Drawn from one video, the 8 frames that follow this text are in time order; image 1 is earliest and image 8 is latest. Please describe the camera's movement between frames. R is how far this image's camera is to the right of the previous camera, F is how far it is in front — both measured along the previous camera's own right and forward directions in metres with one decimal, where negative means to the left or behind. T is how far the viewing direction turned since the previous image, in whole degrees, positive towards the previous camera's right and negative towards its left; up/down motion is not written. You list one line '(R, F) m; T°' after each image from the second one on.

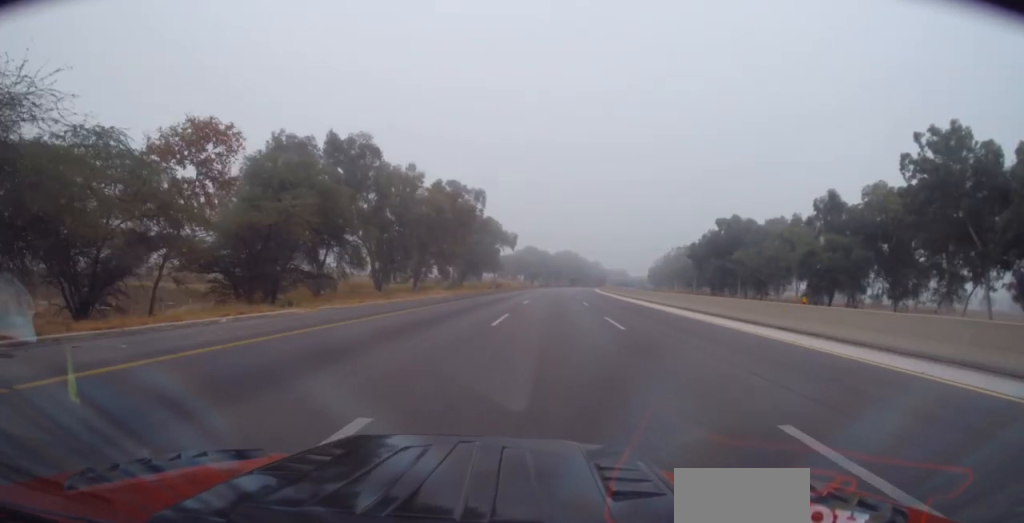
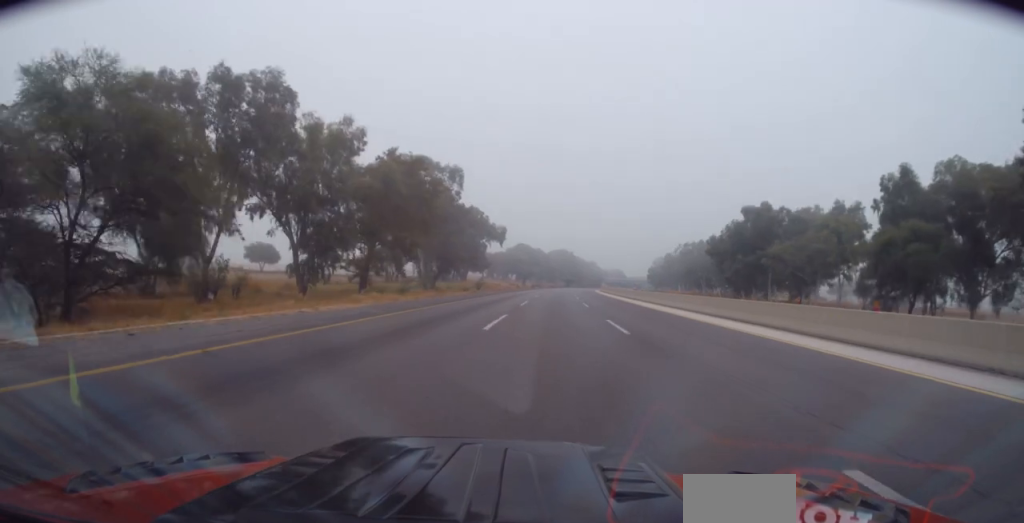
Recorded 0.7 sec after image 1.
(-0.1, +19.2) m; 0°
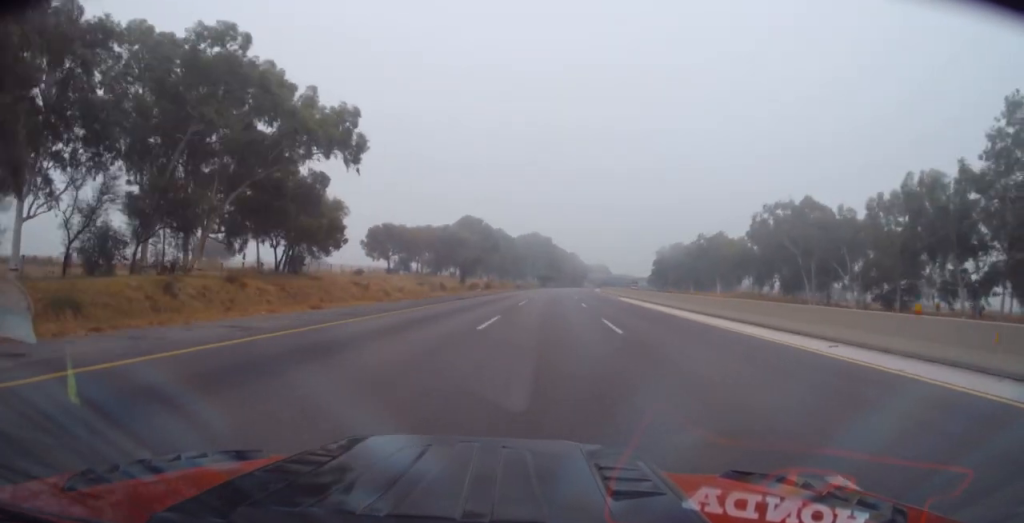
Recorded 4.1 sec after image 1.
(+2.4, +90.7) m; +3°
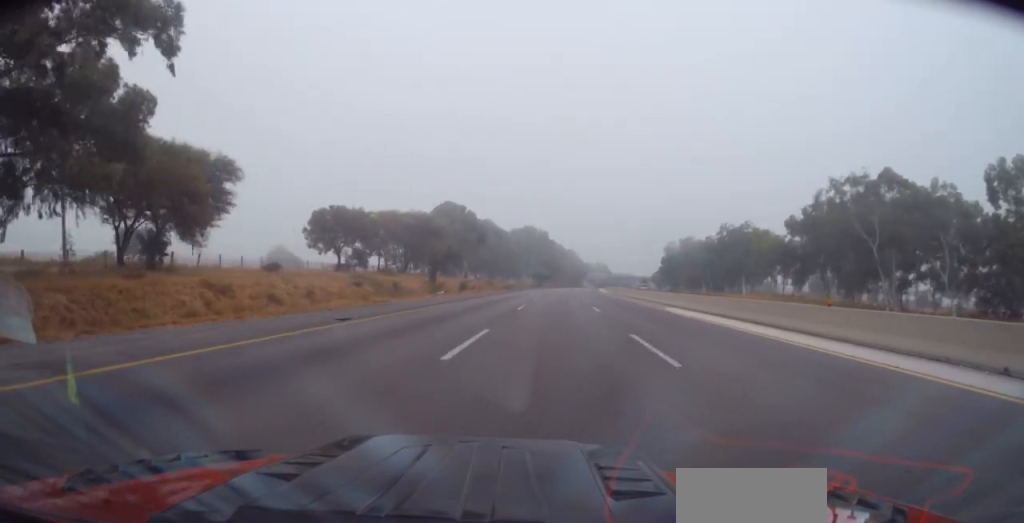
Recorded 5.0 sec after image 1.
(-0.2, +24.2) m; 0°
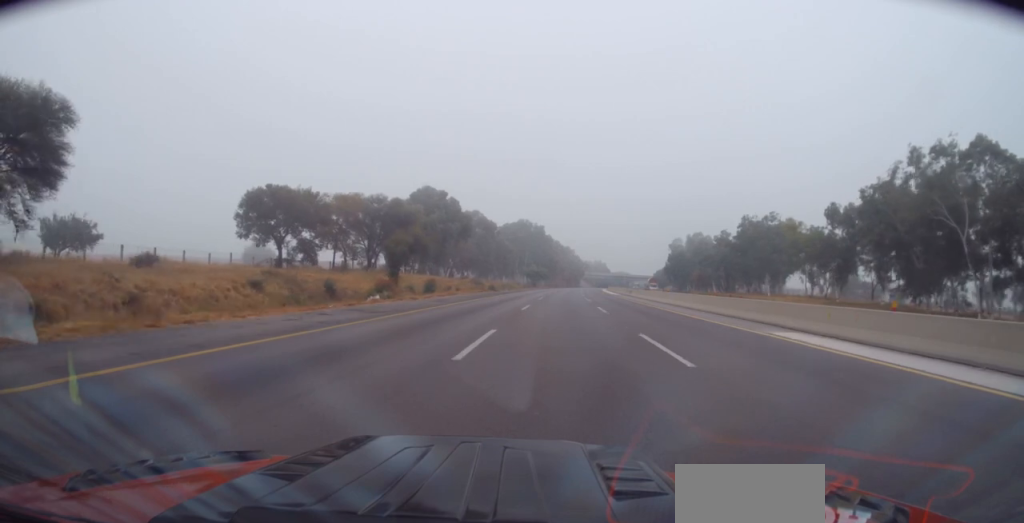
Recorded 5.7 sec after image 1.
(0.0, +18.0) m; +1°
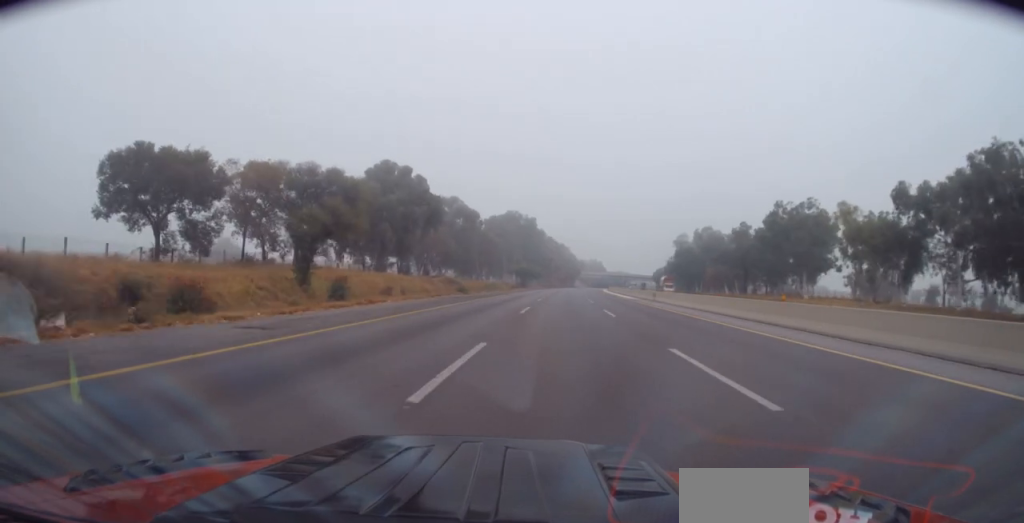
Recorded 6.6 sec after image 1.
(+0.2, +21.2) m; +1°
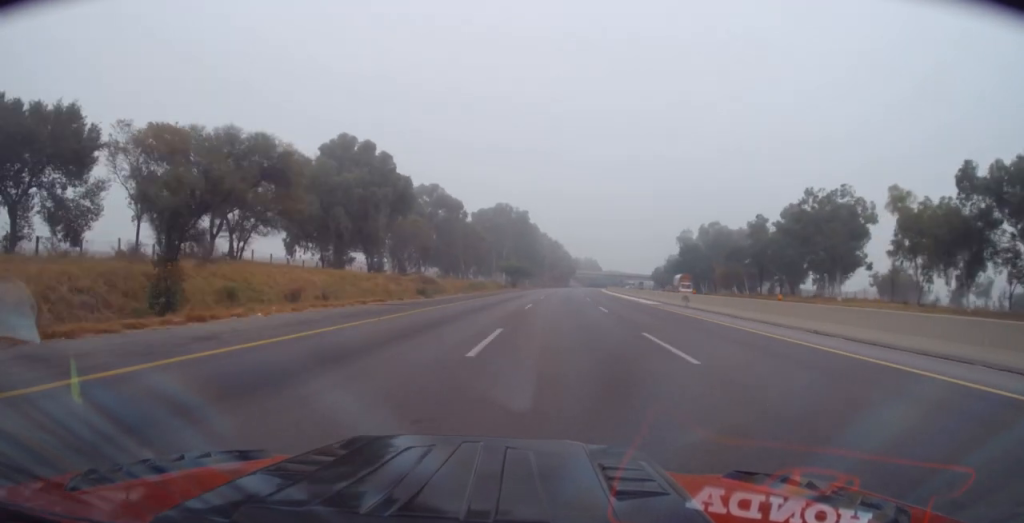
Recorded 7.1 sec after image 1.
(+0.4, +14.3) m; +1°
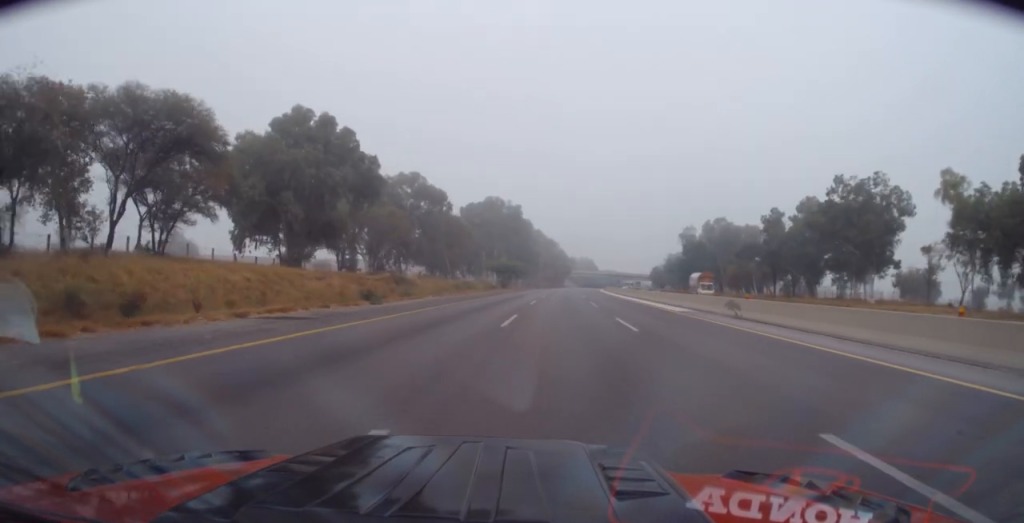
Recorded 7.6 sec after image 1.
(-0.1, +10.9) m; 0°
